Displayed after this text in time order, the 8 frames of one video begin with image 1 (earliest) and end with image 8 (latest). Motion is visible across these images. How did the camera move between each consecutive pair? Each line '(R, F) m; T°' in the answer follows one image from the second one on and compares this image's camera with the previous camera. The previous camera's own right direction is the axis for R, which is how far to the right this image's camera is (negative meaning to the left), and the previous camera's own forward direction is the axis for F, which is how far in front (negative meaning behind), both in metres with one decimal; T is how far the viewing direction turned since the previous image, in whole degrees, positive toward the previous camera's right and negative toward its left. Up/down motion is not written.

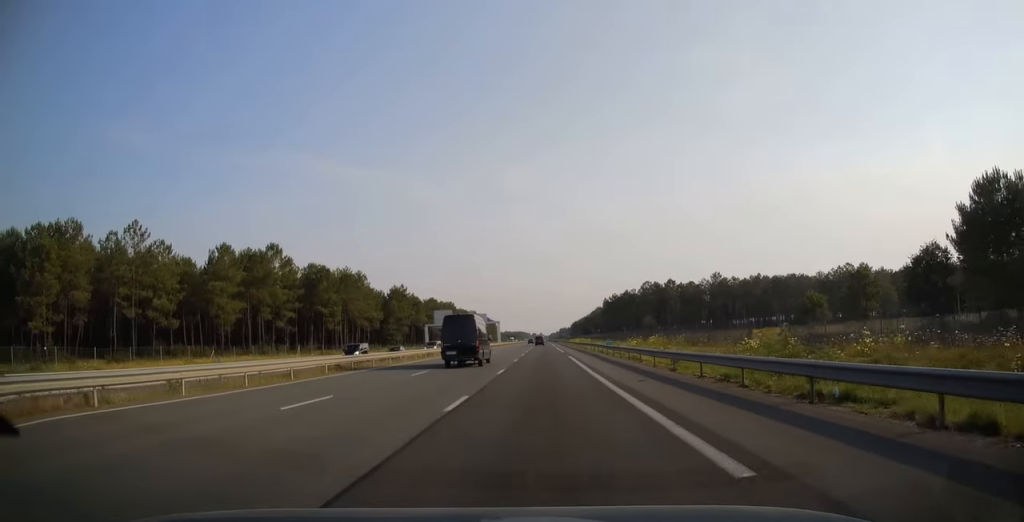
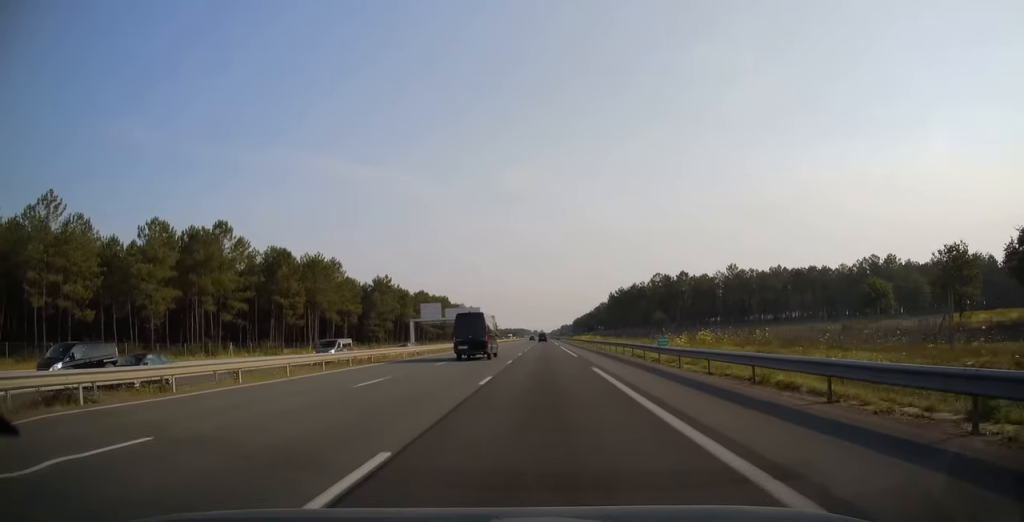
(0.0, +20.7) m; 0°
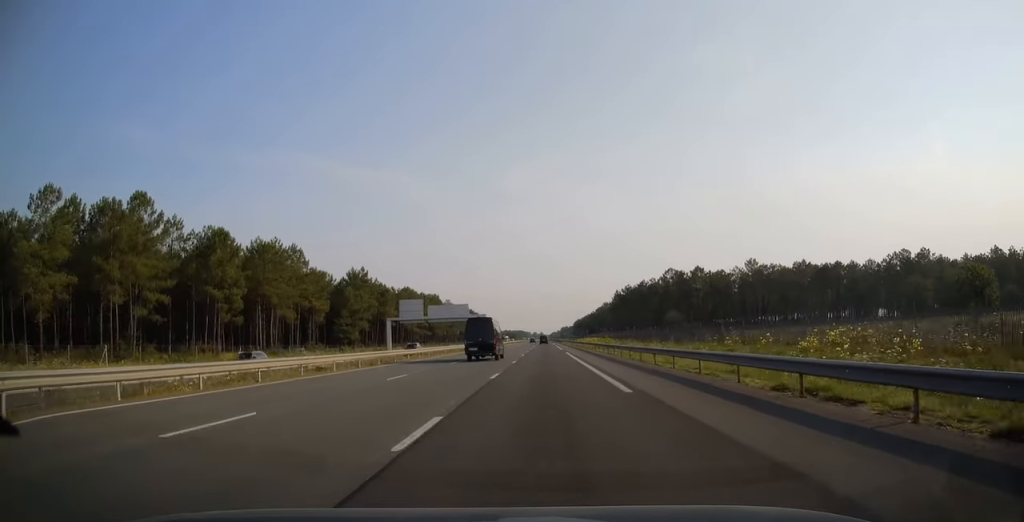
(0.0, +22.6) m; 0°
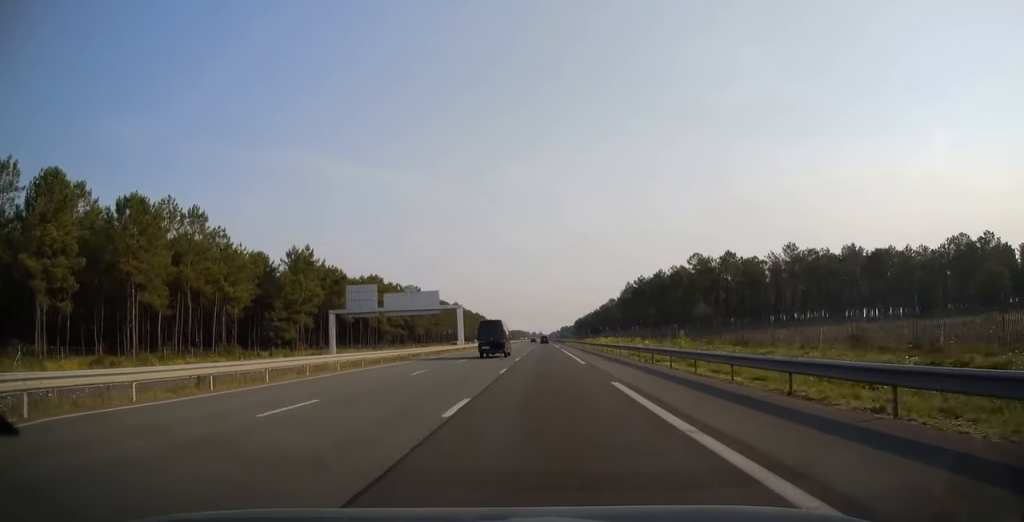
(+0.1, +35.4) m; 0°
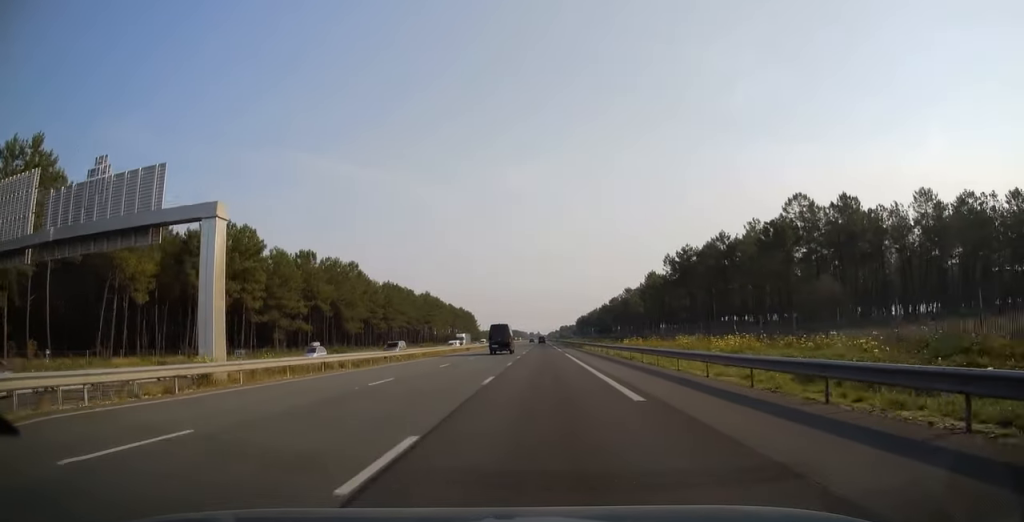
(0.0, +69.9) m; 0°
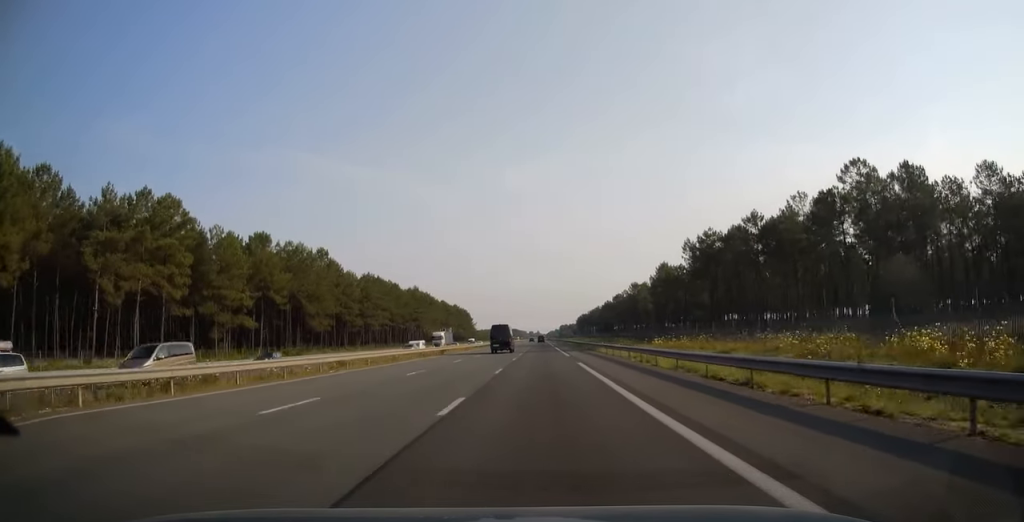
(0.0, +20.3) m; 0°
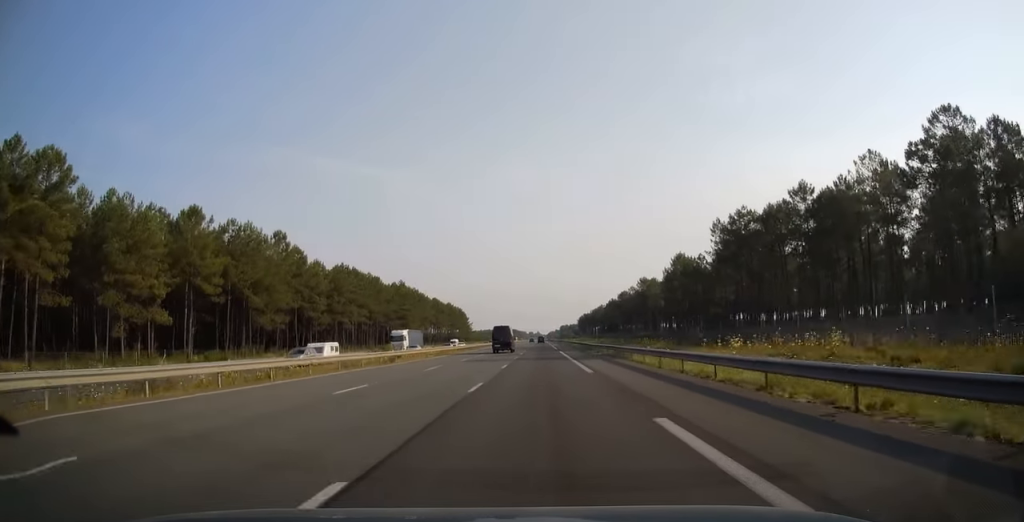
(0.0, +21.2) m; 0°
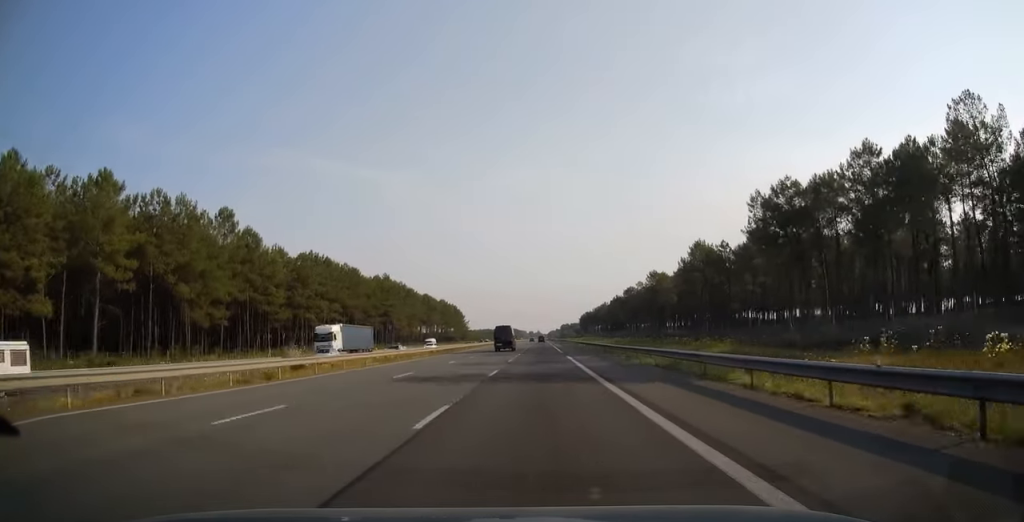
(0.0, +19.2) m; 0°
